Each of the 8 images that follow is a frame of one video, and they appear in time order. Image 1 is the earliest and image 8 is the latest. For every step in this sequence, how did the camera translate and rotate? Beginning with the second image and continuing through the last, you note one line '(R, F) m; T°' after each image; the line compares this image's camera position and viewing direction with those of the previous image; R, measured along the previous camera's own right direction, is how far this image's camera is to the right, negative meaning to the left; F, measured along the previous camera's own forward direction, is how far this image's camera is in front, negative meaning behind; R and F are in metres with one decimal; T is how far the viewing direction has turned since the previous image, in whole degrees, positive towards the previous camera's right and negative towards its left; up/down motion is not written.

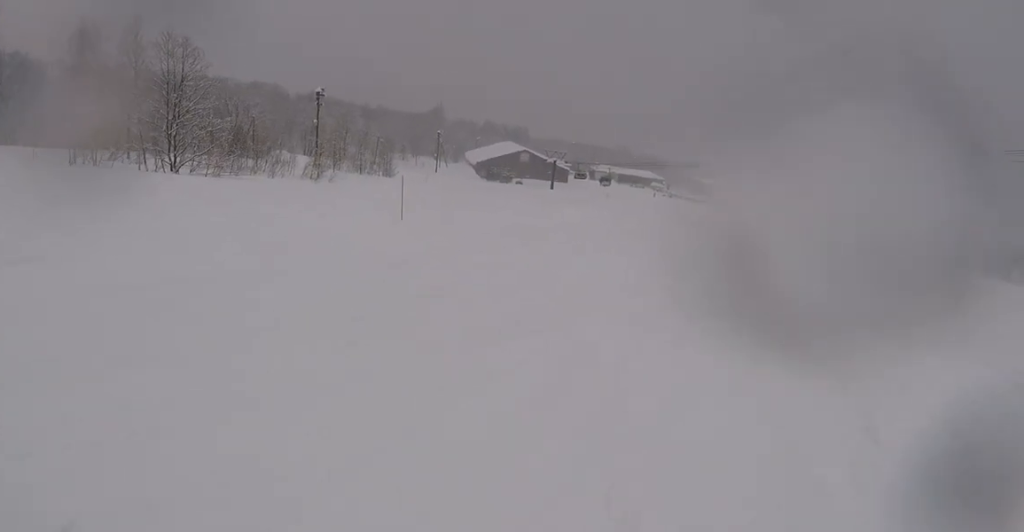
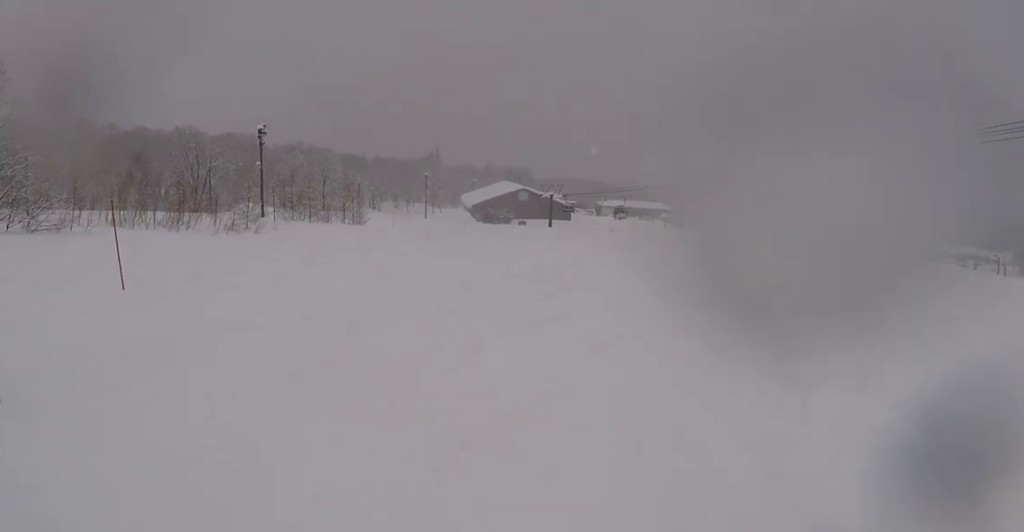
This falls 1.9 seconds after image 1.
(-2.0, +16.1) m; -3°
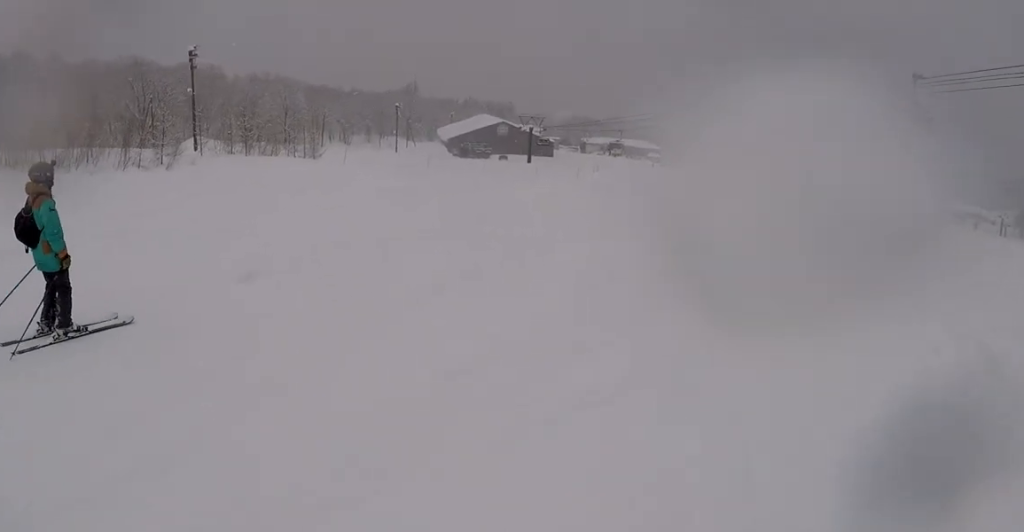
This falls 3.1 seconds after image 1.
(+0.7, +10.1) m; +2°
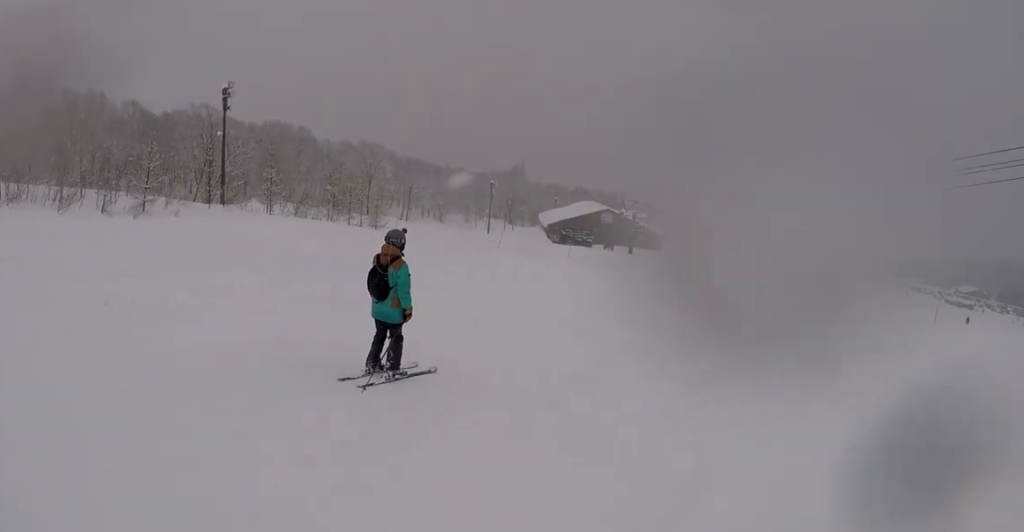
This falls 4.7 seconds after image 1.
(-1.9, +14.5) m; -8°
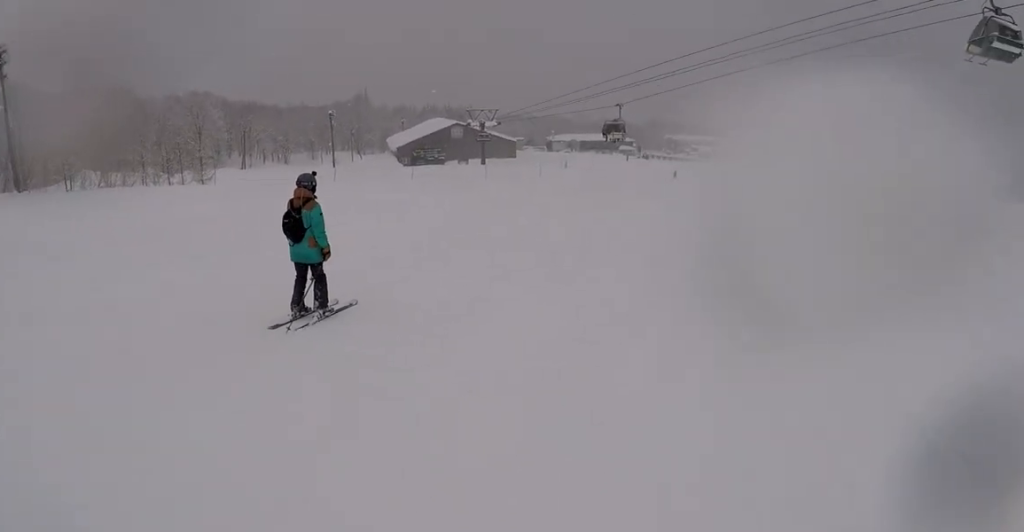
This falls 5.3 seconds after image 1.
(-0.5, +5.3) m; +2°
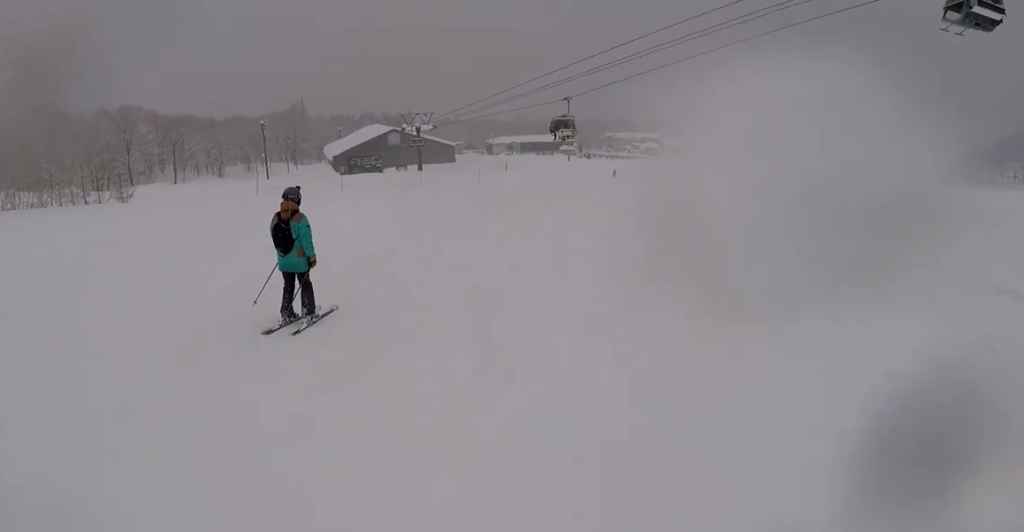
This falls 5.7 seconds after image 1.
(+0.7, +4.0) m; +3°
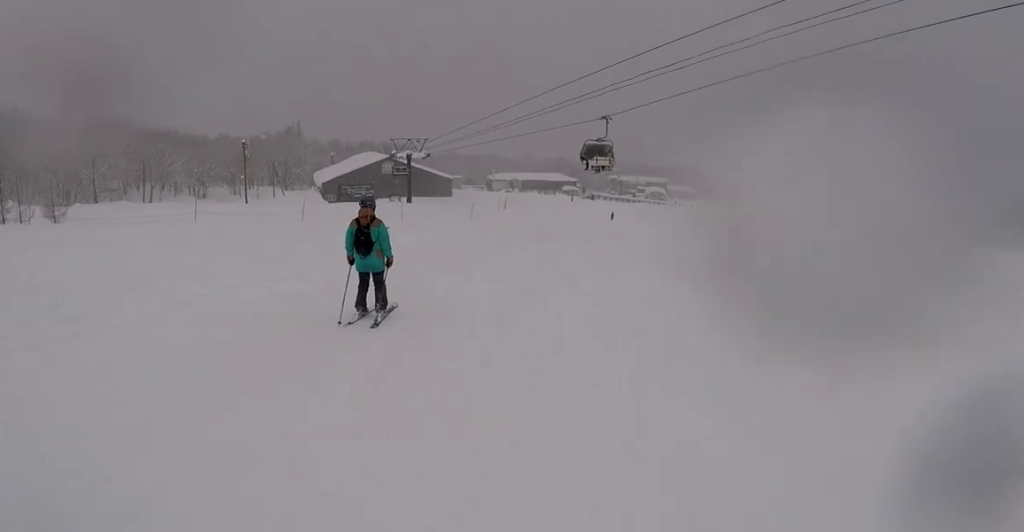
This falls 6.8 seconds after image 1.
(+0.4, +9.5) m; +3°
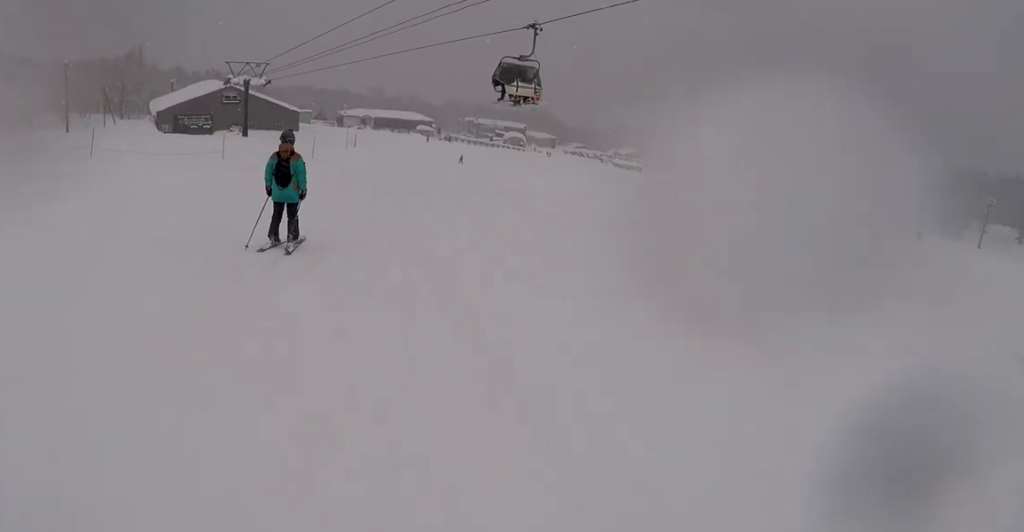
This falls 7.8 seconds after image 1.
(+0.2, +9.4) m; 0°
